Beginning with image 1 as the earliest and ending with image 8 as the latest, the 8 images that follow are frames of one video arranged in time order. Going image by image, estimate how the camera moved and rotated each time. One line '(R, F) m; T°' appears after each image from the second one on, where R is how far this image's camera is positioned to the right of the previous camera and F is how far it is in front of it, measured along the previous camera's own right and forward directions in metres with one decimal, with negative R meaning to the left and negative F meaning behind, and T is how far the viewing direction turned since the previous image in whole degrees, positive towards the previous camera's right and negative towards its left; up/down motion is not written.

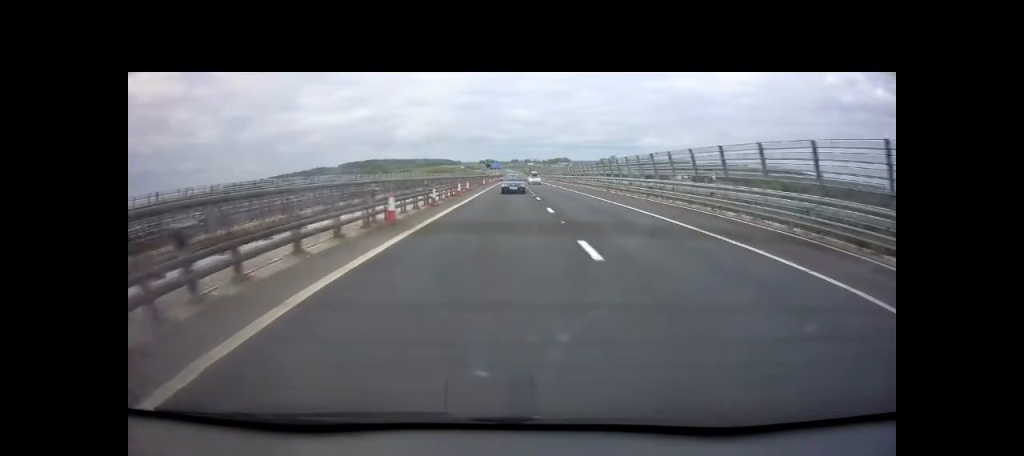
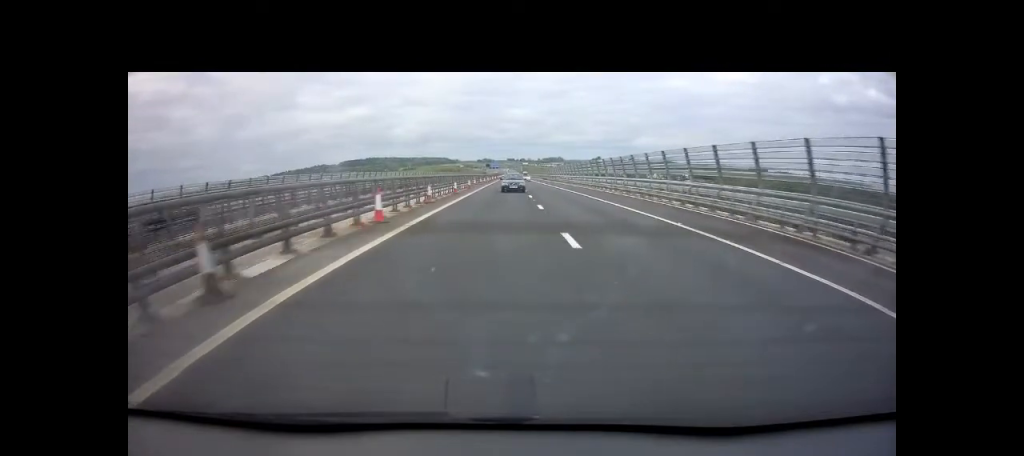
(+0.1, +80.6) m; 0°
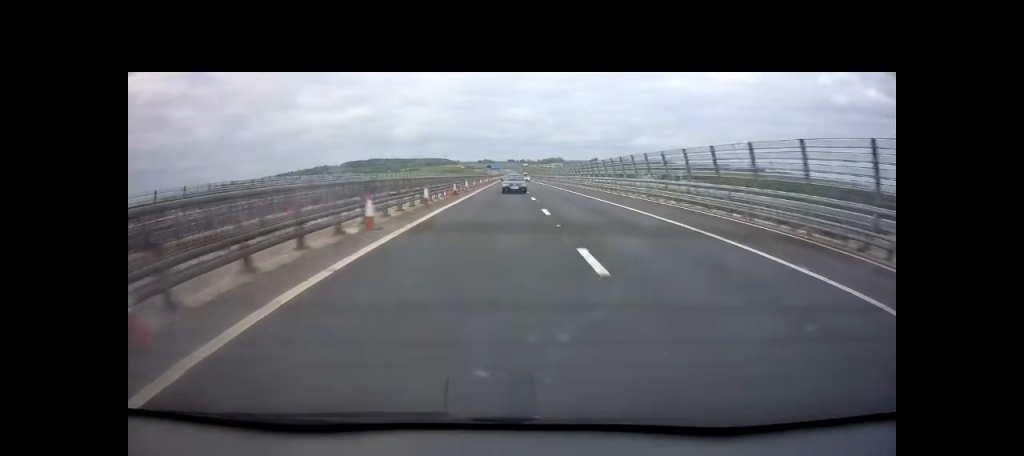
(0.0, +24.7) m; 0°
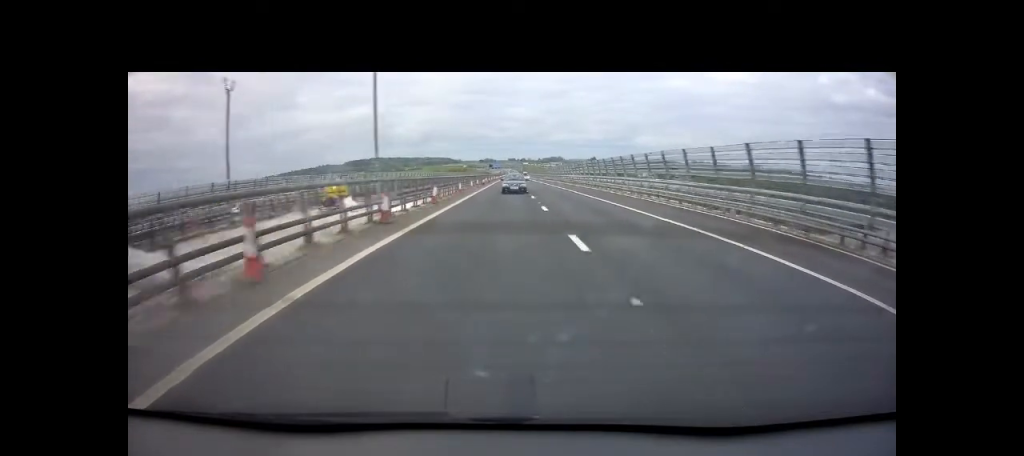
(+0.1, +28.3) m; 0°
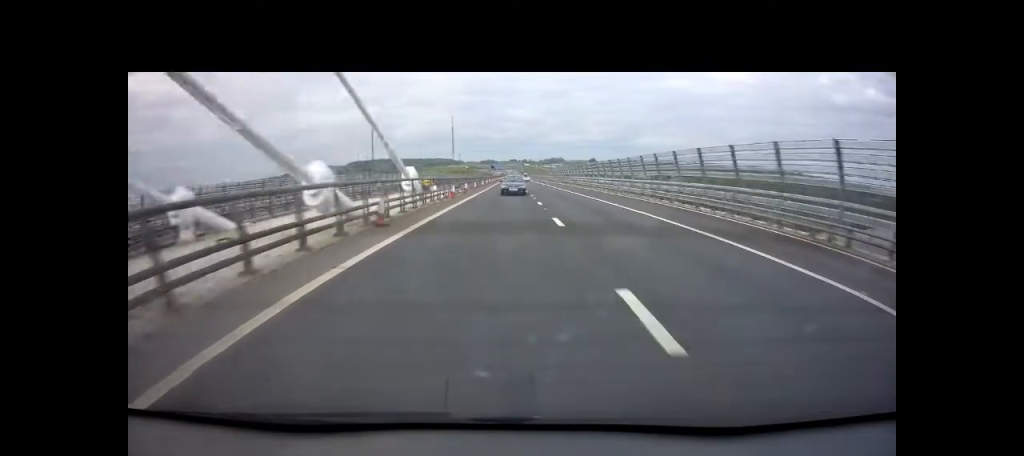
(-0.1, +21.6) m; 0°
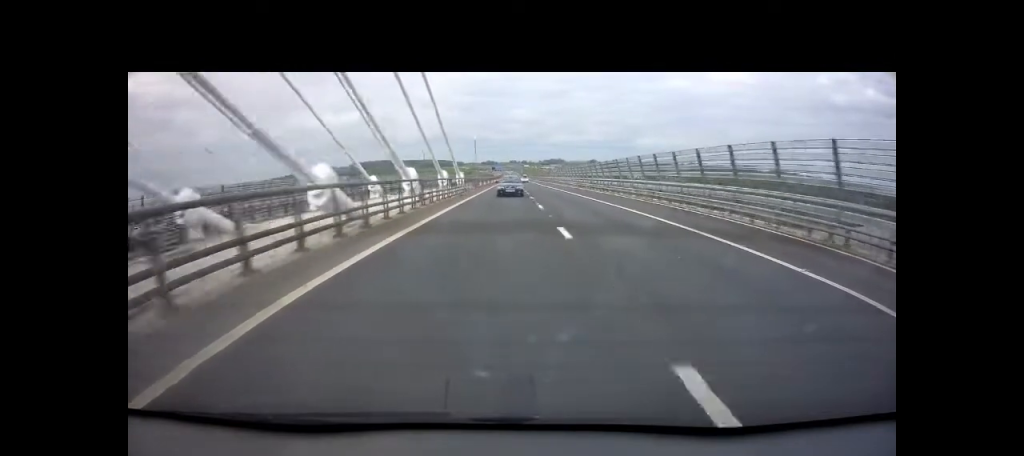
(-0.1, +24.0) m; 0°
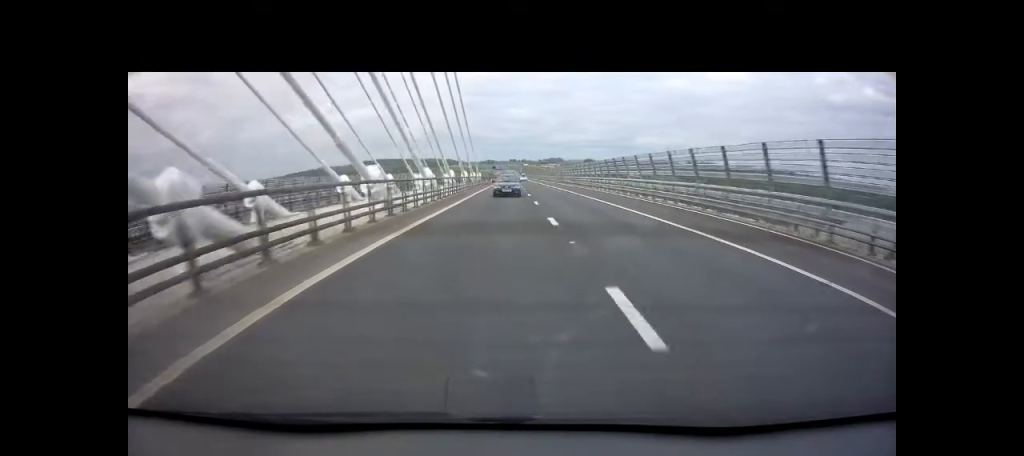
(+0.1, +28.7) m; 0°
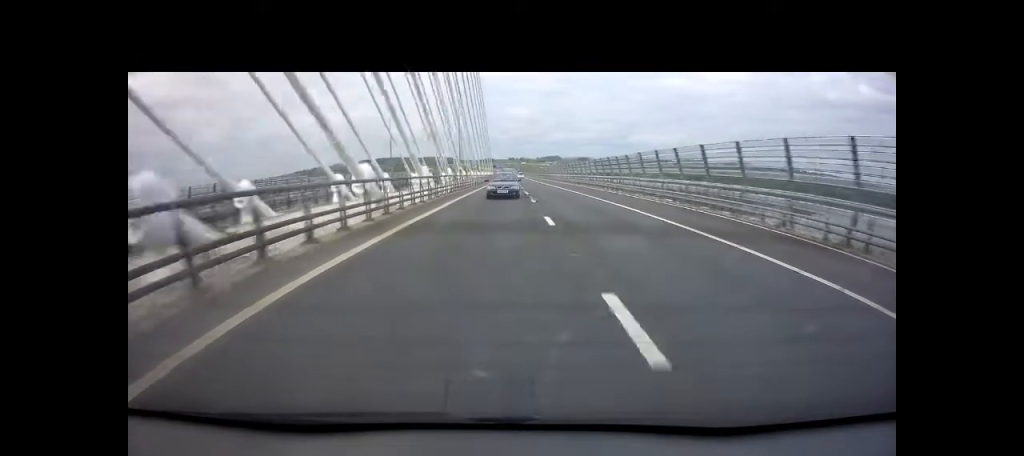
(+0.1, +70.4) m; 0°
